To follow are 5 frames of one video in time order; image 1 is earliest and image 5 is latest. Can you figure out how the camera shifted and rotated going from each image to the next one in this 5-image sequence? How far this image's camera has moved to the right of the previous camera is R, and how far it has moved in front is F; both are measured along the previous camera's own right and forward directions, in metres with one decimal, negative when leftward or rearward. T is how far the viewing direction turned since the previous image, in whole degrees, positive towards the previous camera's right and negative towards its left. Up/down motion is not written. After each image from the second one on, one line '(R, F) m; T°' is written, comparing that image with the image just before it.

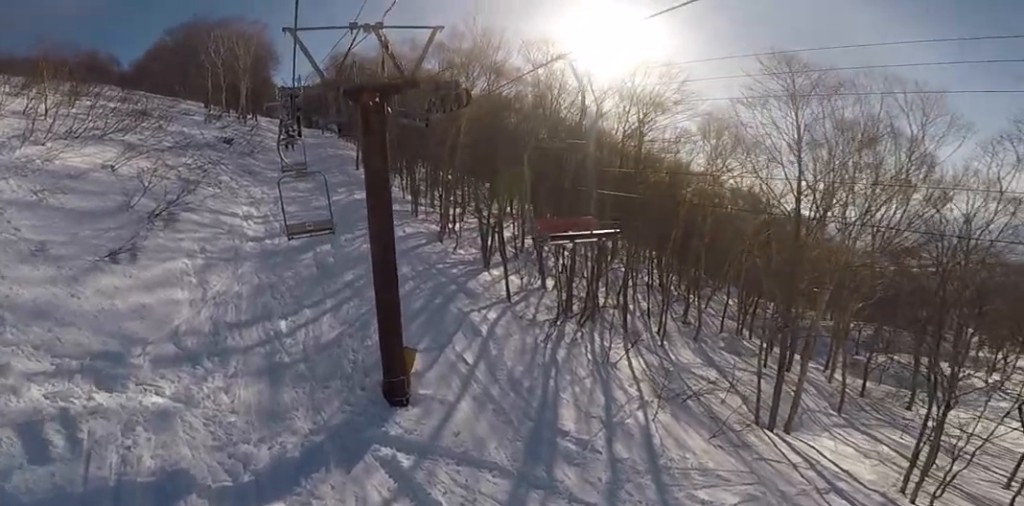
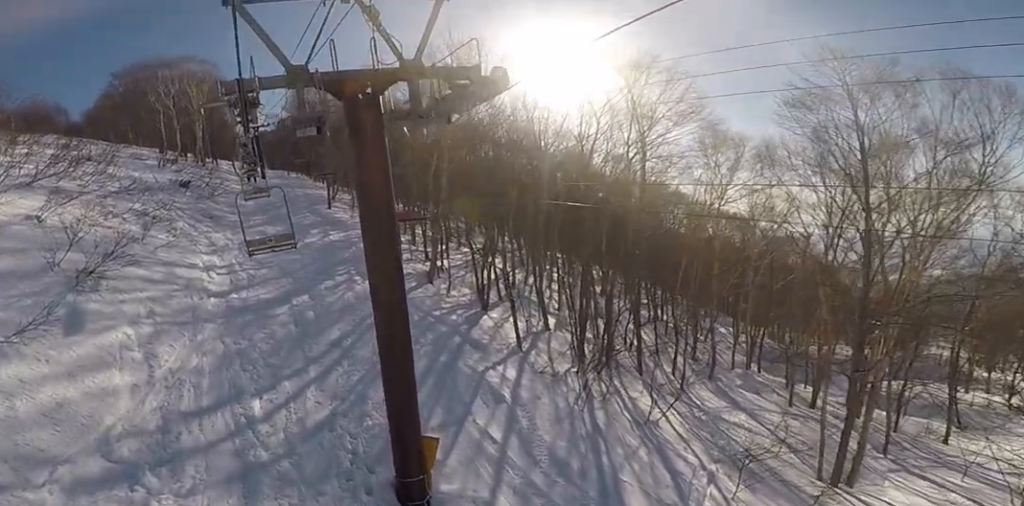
(-0.2, +3.8) m; -3°
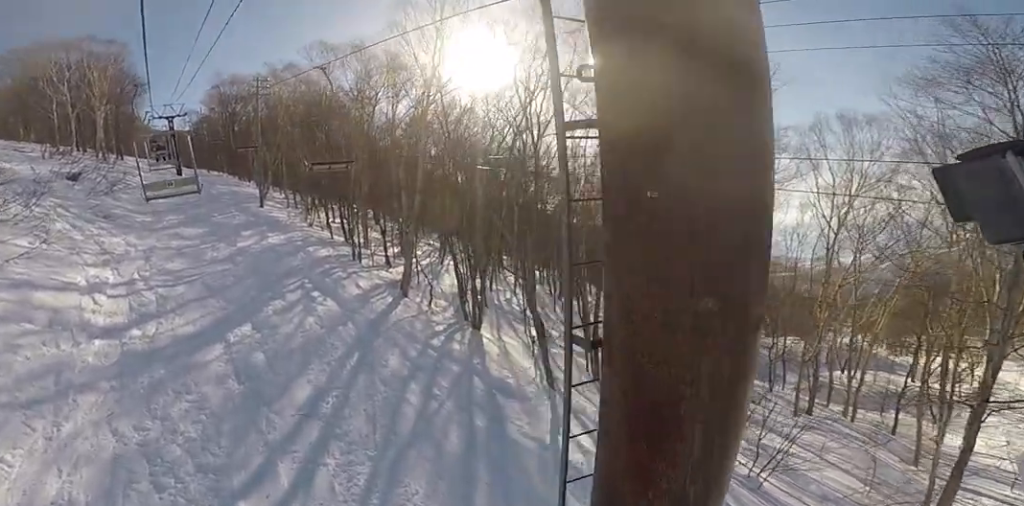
(0.0, +6.5) m; 0°
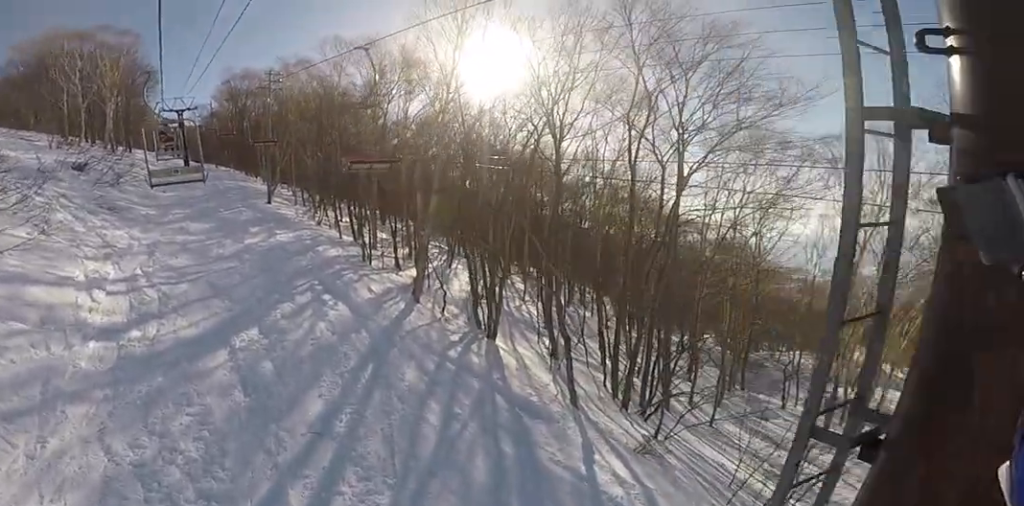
(0.0, +1.1) m; 0°
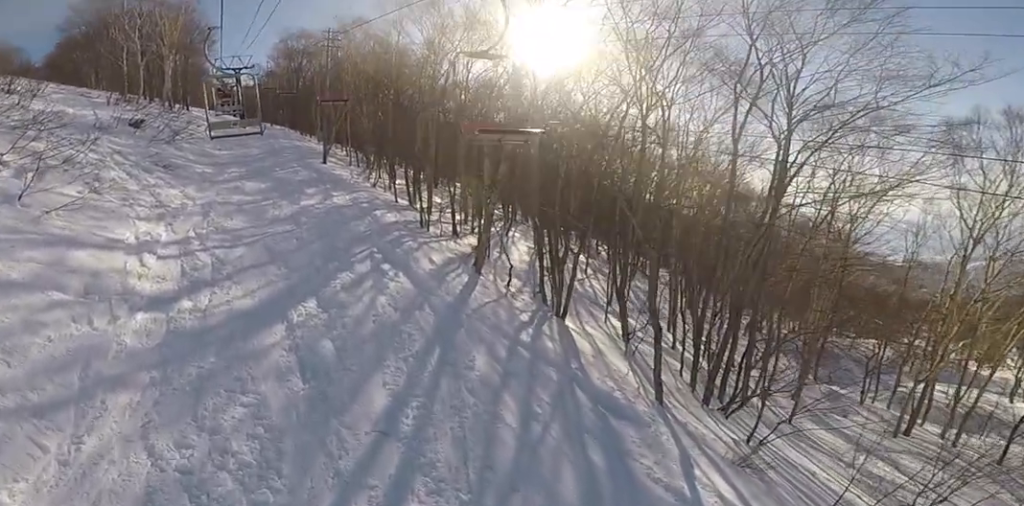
(0.0, +1.5) m; 0°
